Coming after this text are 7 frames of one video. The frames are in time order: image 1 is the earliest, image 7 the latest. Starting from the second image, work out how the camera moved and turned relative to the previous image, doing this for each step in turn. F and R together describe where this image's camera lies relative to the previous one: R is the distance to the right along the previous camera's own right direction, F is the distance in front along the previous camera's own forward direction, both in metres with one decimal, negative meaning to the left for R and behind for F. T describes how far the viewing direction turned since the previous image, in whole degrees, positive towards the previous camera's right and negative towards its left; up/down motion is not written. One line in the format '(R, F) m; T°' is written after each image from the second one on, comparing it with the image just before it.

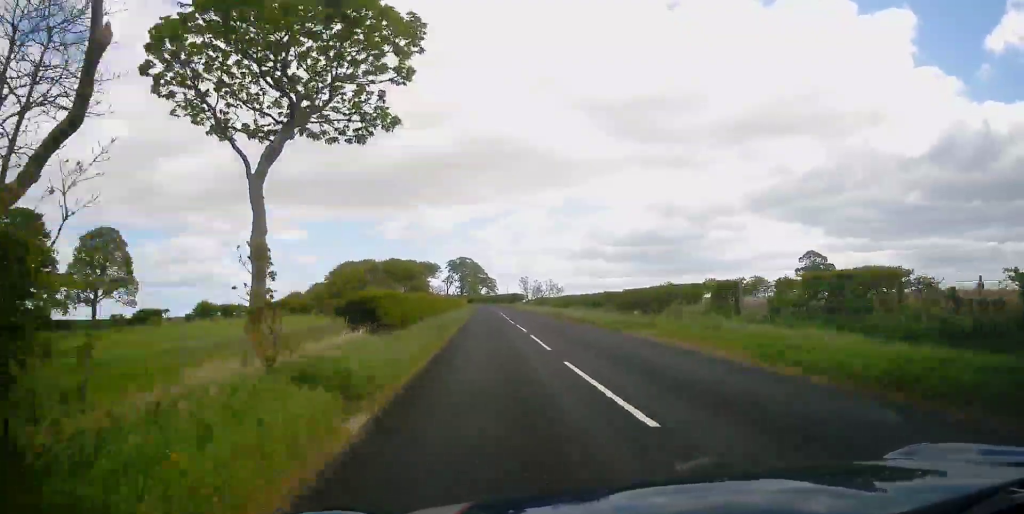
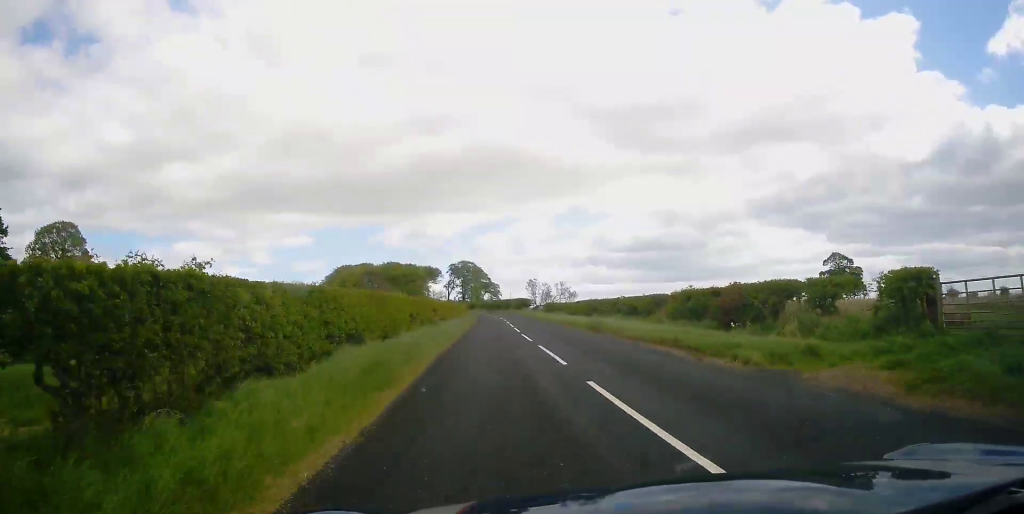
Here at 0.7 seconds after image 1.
(0.0, +10.9) m; 0°
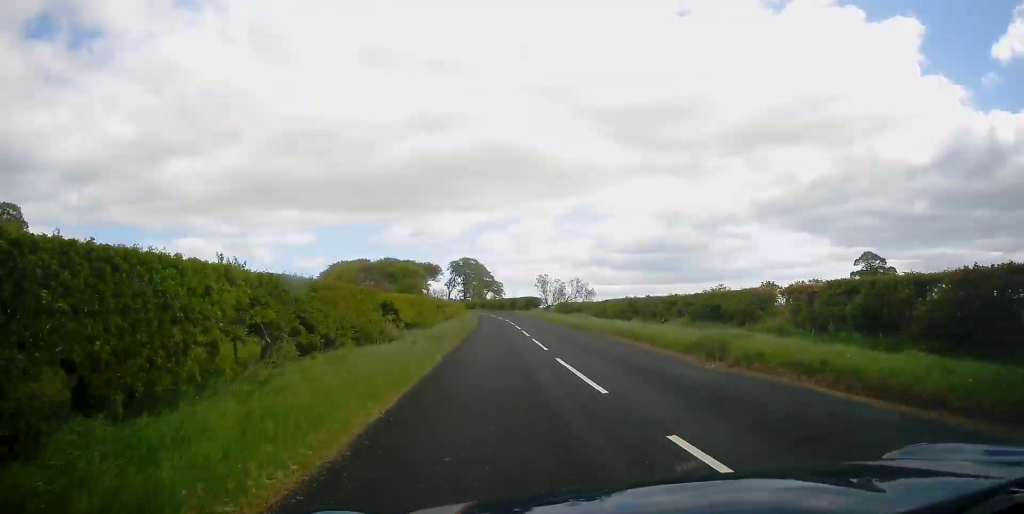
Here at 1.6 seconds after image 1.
(-0.1, +12.8) m; -1°
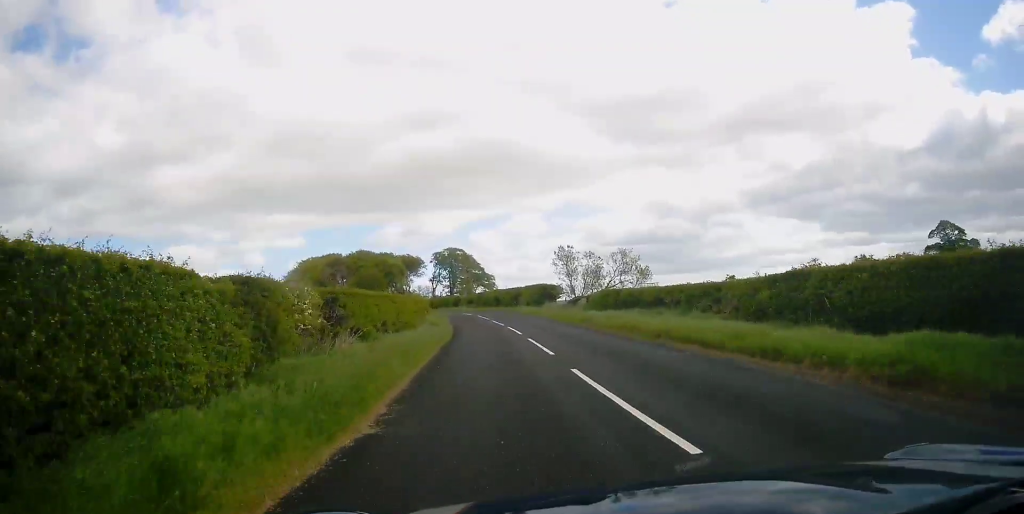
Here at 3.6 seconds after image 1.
(-0.3, +30.8) m; 0°
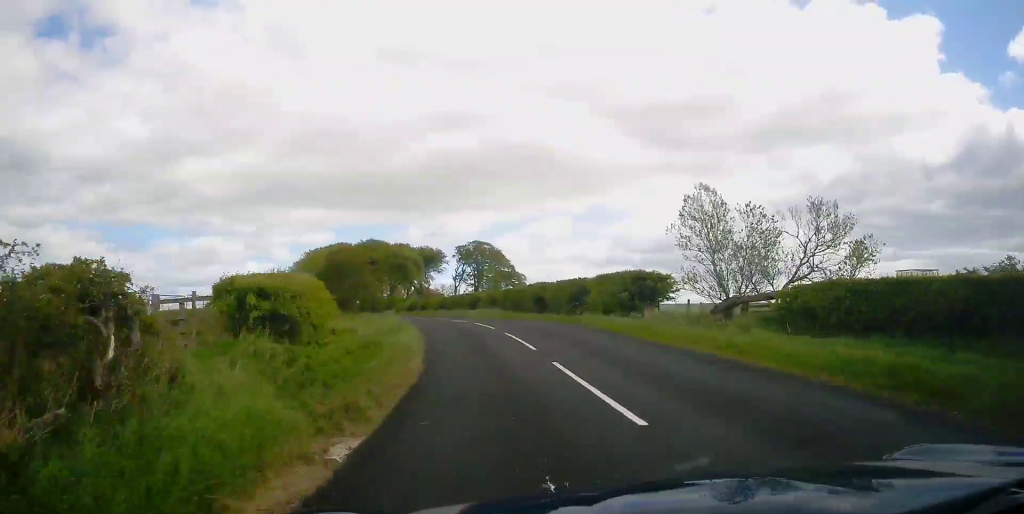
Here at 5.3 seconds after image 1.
(-0.3, +26.1) m; -2°
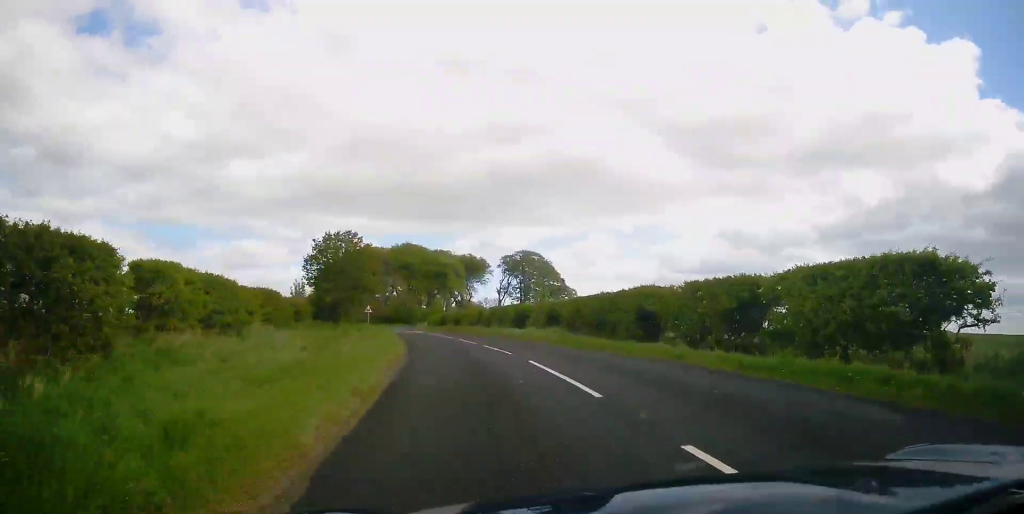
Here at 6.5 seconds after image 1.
(+0.1, +16.4) m; -1°
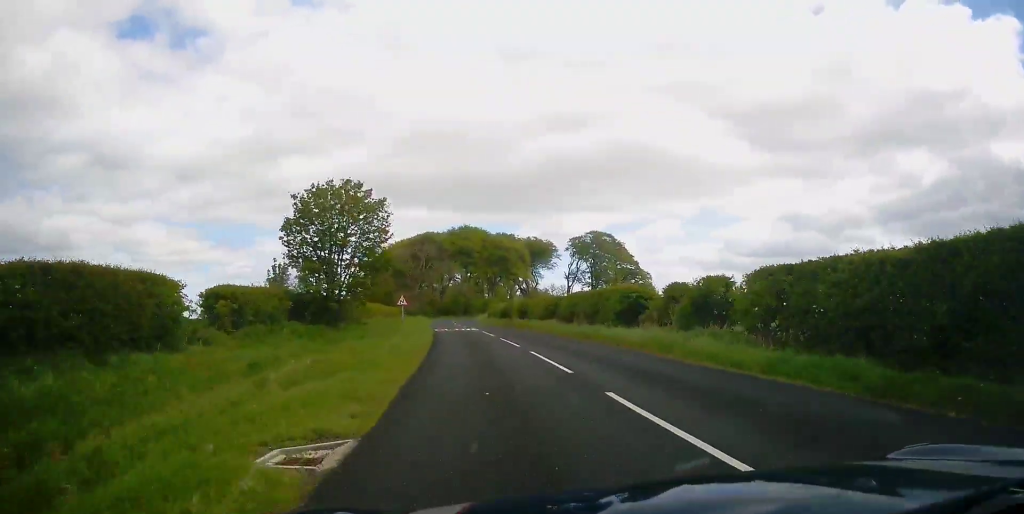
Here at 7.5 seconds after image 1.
(-0.4, +14.2) m; -4°
